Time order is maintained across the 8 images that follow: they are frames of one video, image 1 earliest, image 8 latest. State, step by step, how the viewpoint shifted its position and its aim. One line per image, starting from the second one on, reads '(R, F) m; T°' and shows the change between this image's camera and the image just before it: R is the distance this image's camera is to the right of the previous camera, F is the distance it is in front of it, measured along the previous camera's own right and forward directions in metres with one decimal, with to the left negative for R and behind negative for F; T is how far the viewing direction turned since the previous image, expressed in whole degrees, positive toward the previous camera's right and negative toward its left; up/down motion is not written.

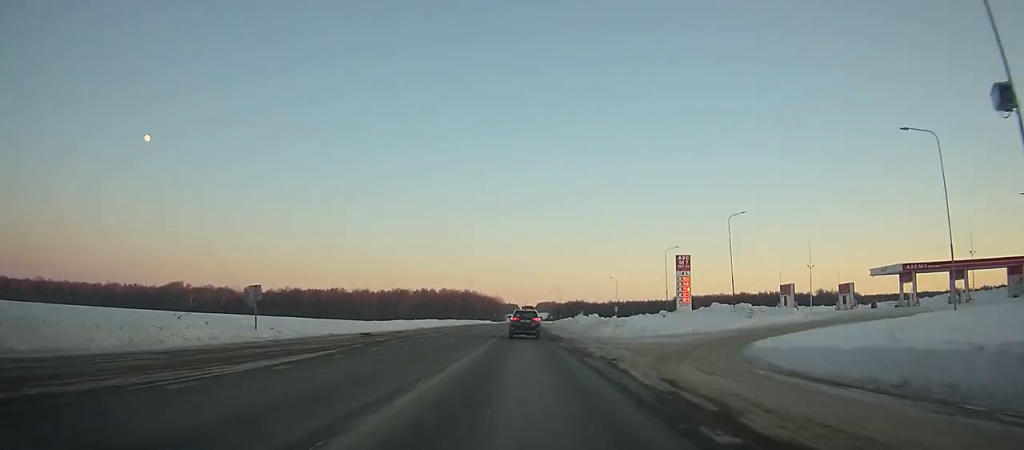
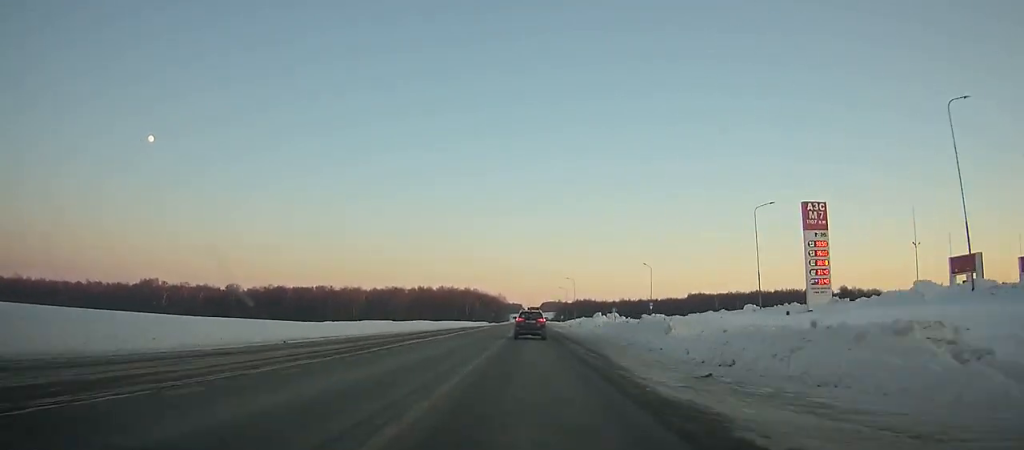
(-0.1, +37.1) m; 0°
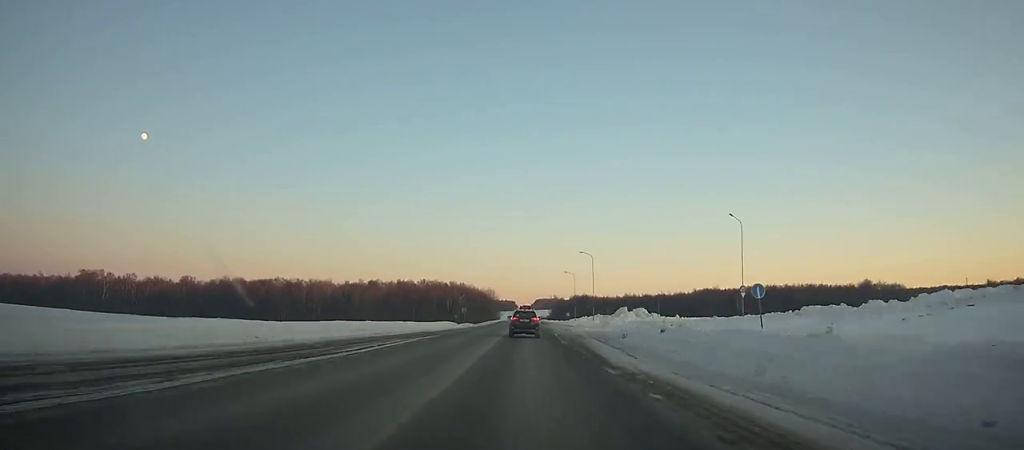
(+0.2, +51.5) m; 0°
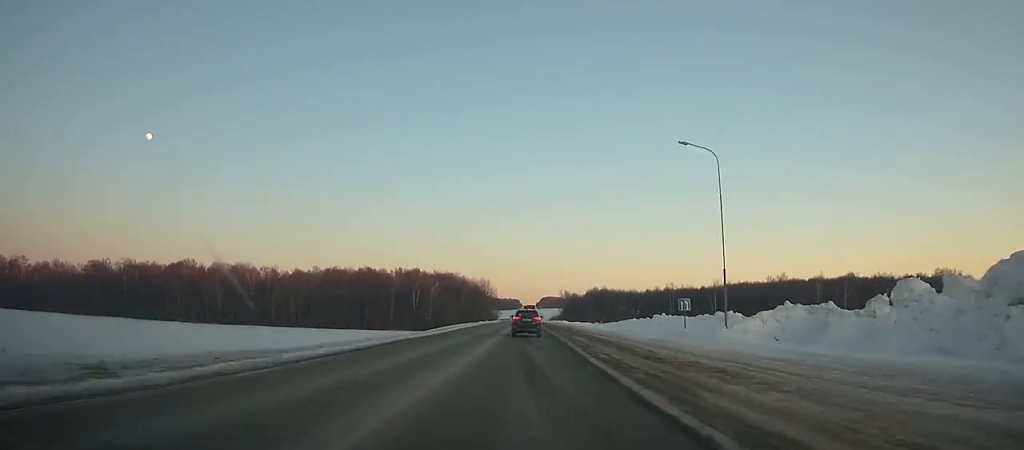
(+0.2, +90.6) m; 0°
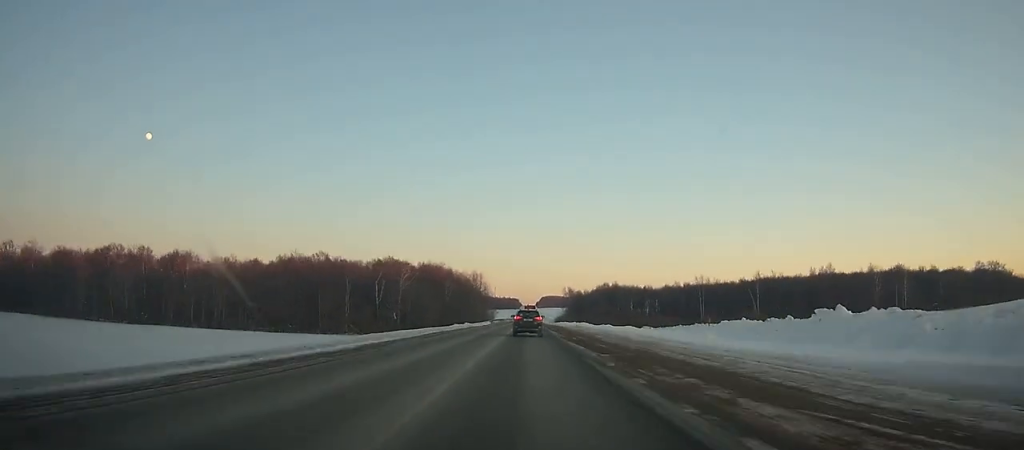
(0.0, +44.6) m; 0°
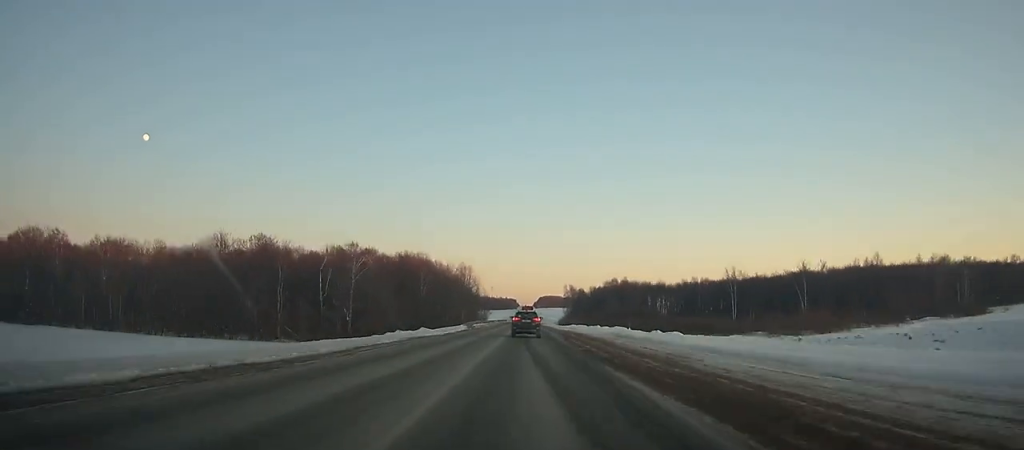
(0.0, +36.8) m; 0°
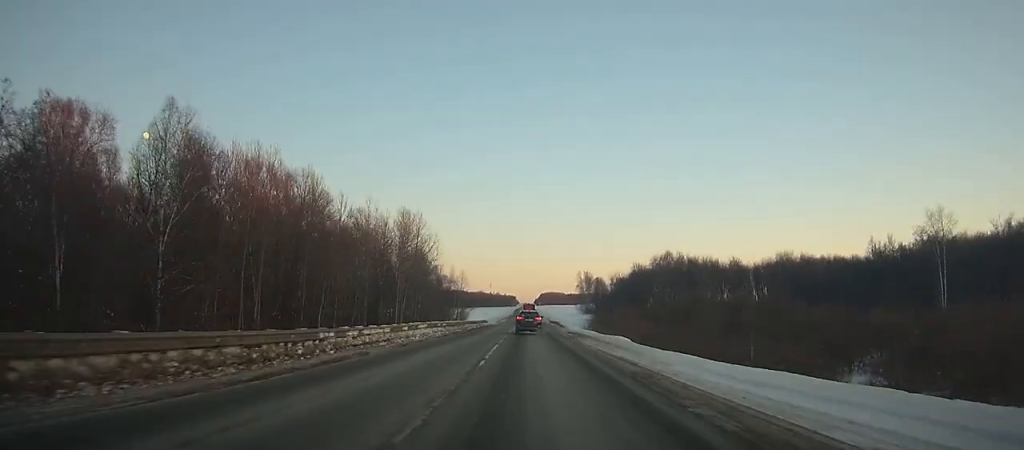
(0.0, +98.6) m; 0°
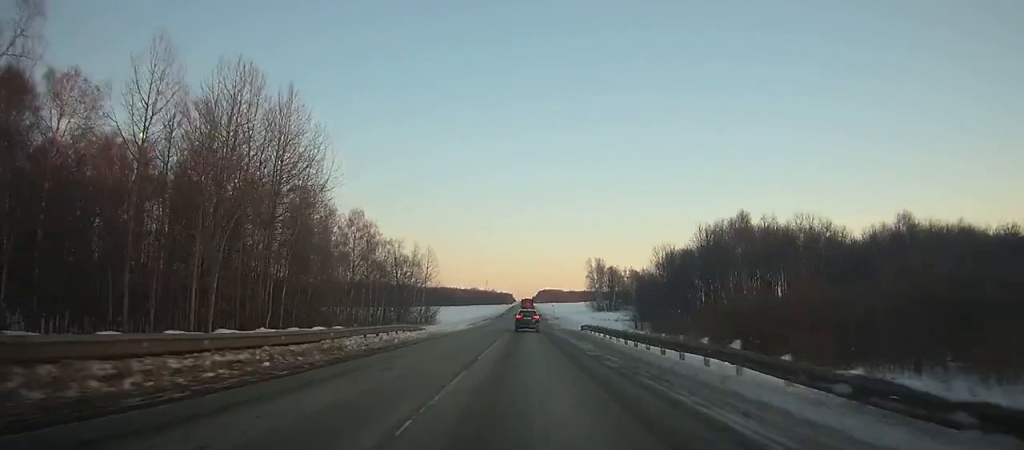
(+0.1, +57.9) m; 0°
